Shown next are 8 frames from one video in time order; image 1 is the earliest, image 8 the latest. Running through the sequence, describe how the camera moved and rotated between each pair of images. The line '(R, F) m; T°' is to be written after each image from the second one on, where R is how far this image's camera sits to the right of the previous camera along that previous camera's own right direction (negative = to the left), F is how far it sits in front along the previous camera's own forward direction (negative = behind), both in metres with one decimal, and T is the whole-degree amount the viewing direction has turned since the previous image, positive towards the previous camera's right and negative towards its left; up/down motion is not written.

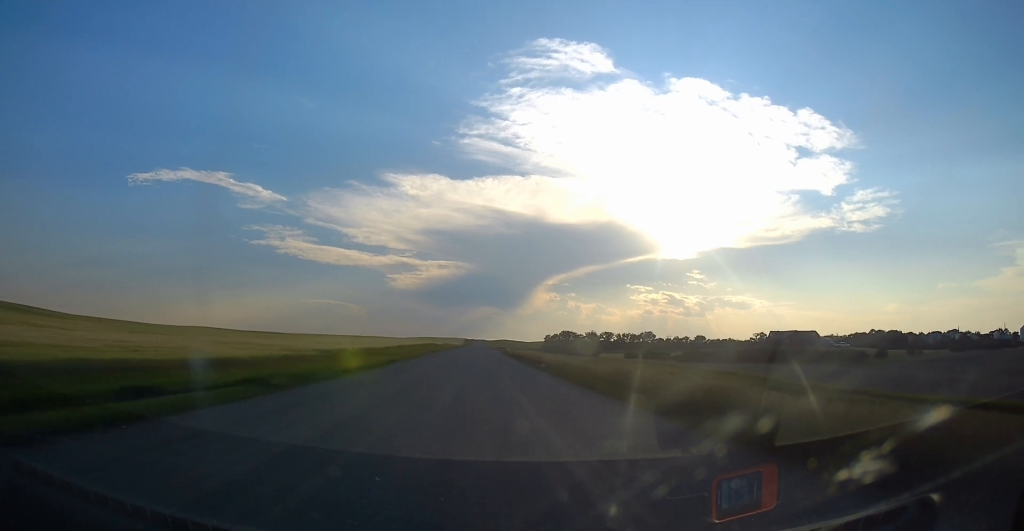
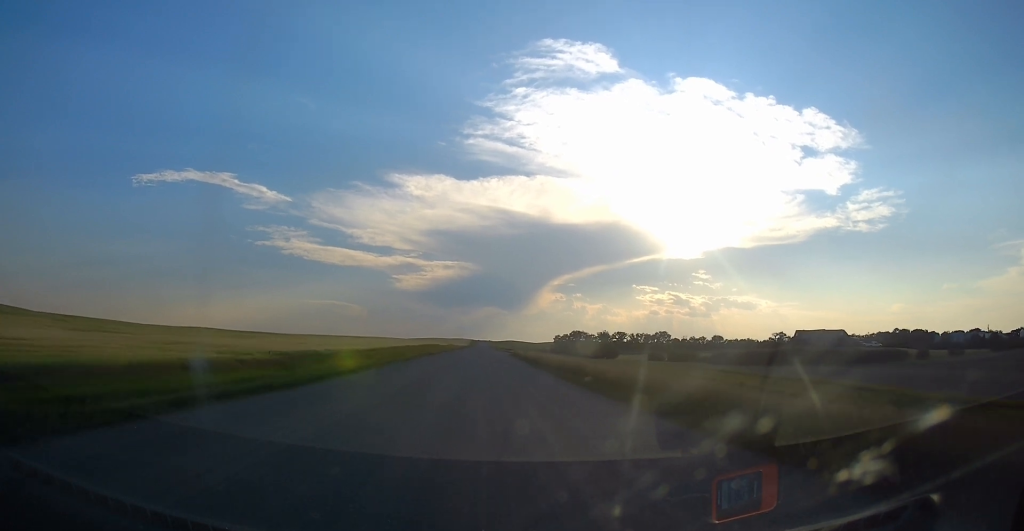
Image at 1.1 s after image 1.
(0.0, +17.6) m; 0°
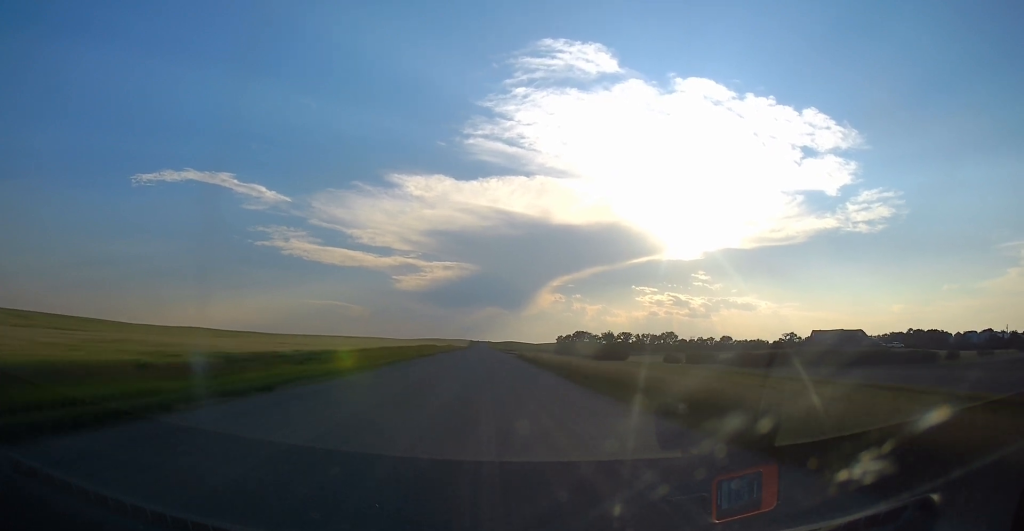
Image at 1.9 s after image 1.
(0.0, +13.3) m; 0°
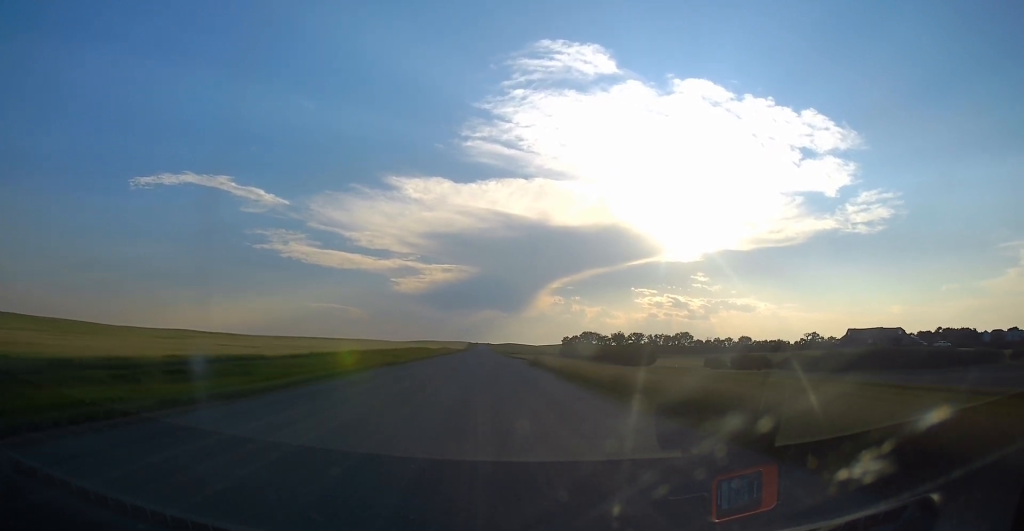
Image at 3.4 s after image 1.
(0.0, +25.0) m; 0°
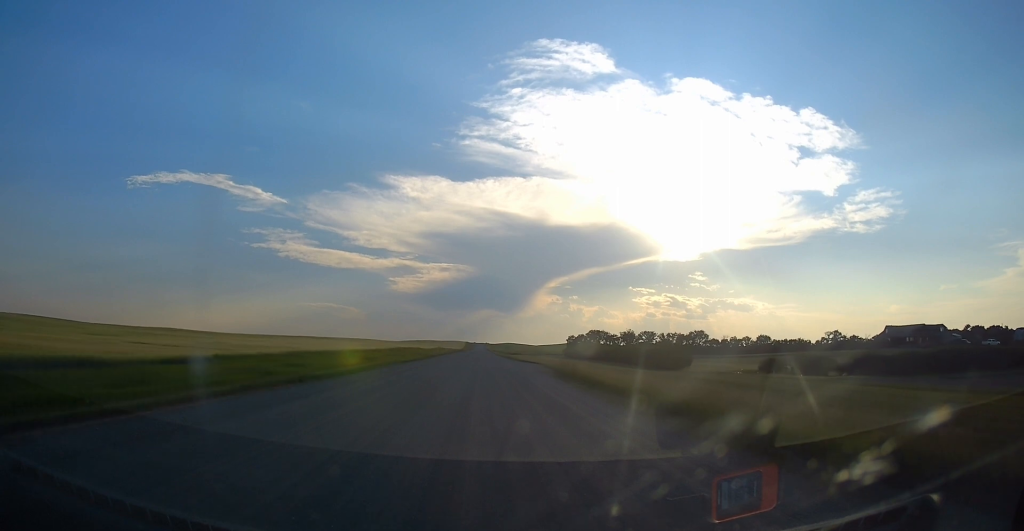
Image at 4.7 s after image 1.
(0.0, +22.8) m; 0°
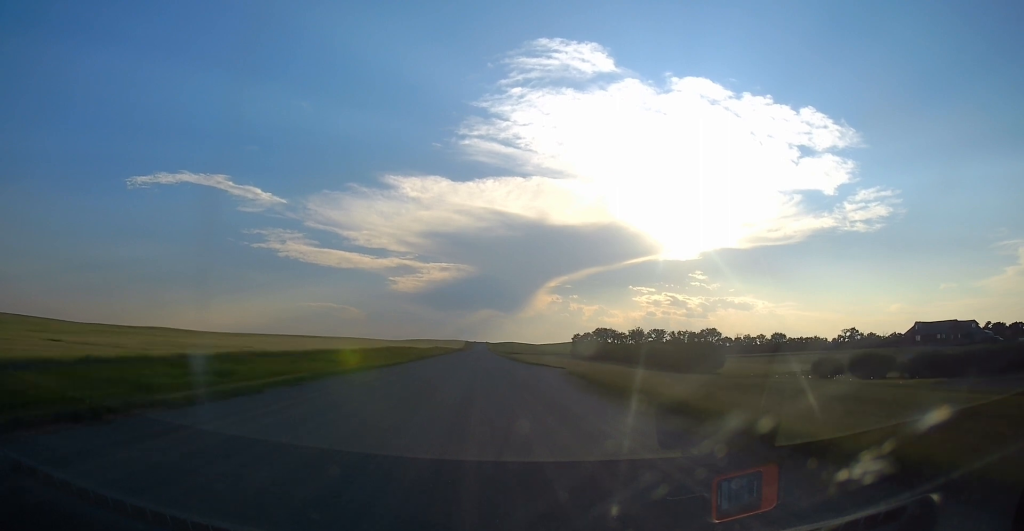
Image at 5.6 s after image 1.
(0.0, +14.6) m; +1°
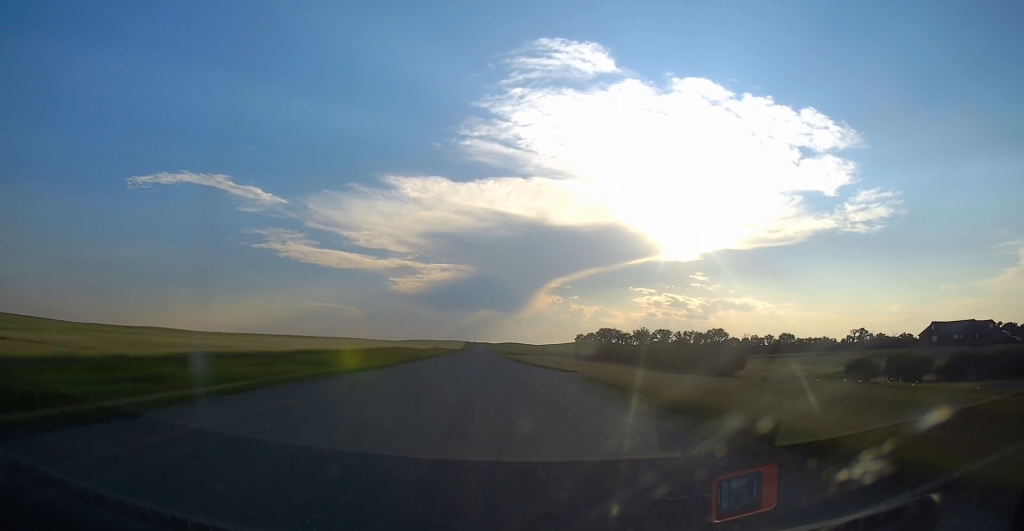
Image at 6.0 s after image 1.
(+0.1, +7.3) m; 0°
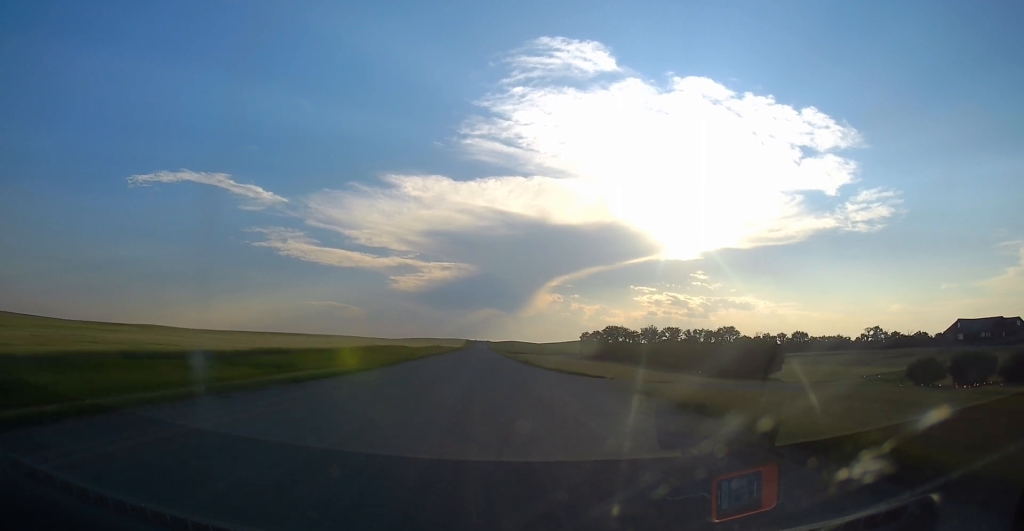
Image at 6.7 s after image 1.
(+0.3, +10.7) m; 0°
